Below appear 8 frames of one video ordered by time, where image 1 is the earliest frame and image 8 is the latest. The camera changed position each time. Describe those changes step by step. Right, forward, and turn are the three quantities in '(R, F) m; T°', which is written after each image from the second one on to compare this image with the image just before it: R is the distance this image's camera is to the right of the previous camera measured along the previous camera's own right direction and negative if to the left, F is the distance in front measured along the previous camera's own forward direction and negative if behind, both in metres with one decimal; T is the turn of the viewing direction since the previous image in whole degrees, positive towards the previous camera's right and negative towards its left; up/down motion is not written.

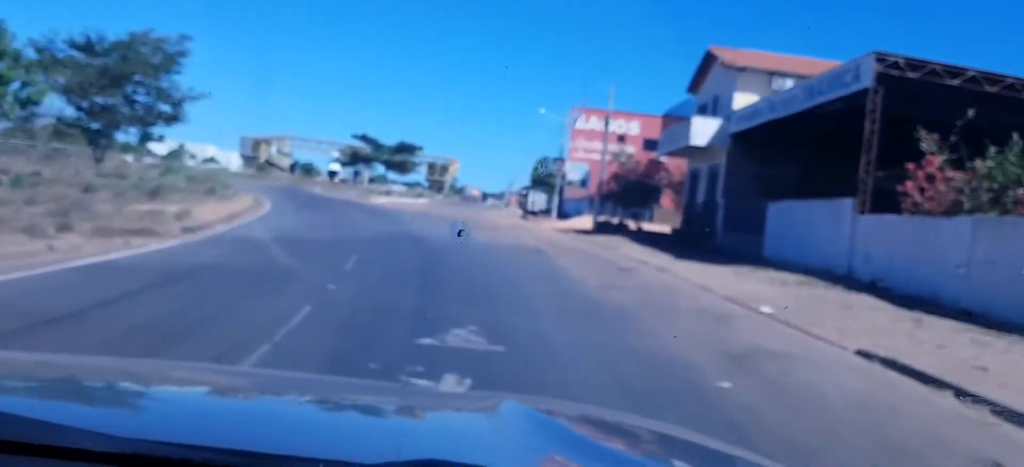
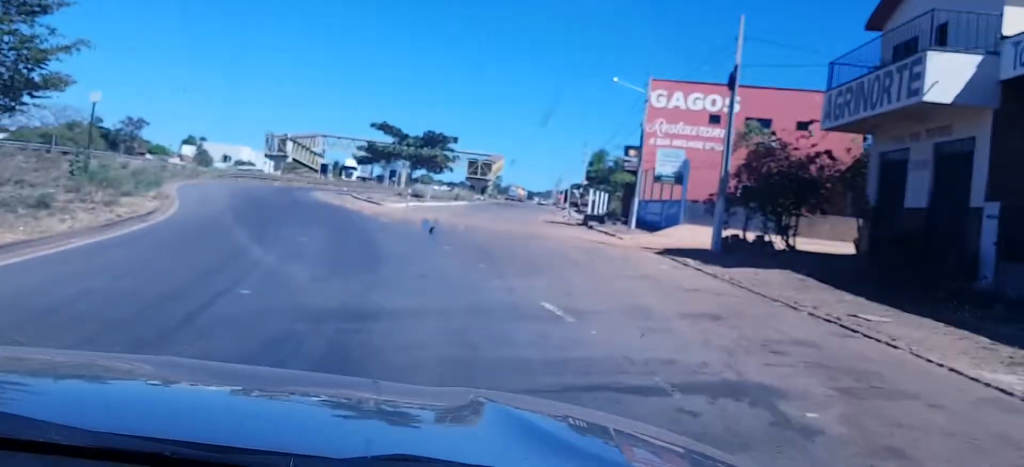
(-0.5, +21.0) m; -5°
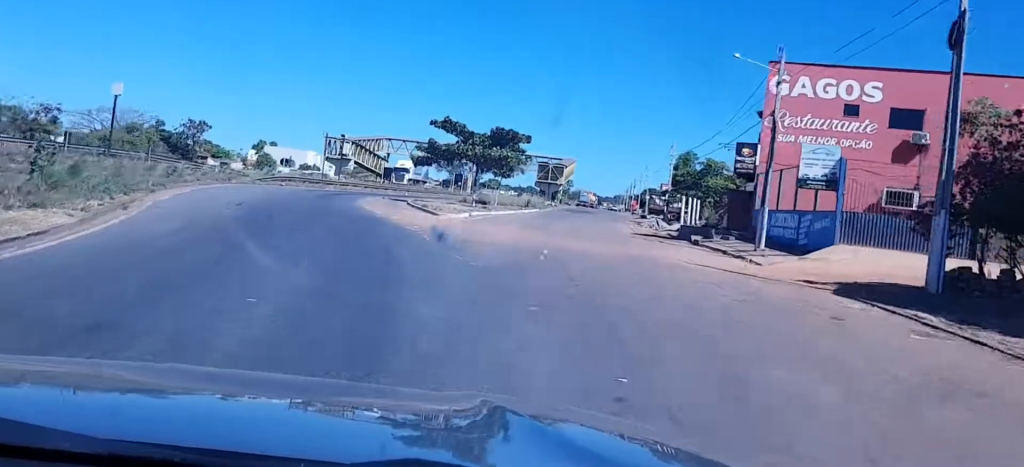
(-0.4, +11.0) m; -5°
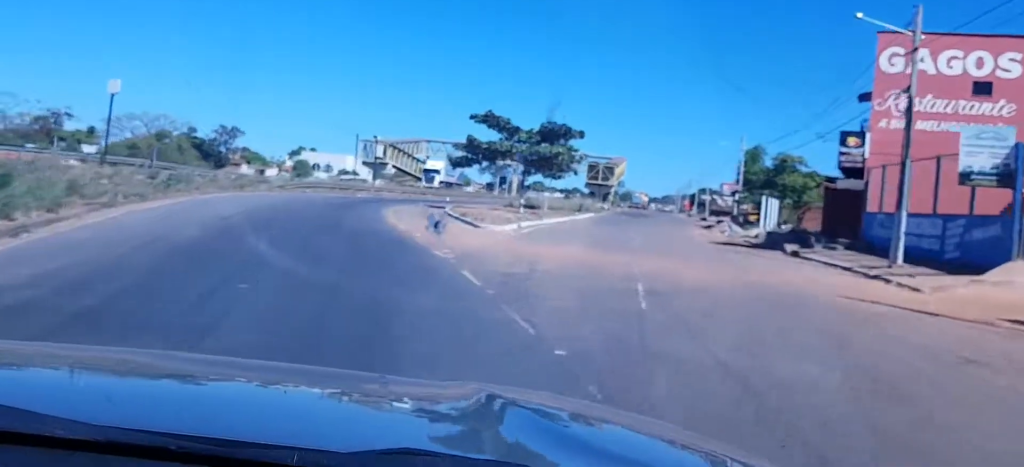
(-0.2, +7.7) m; -4°
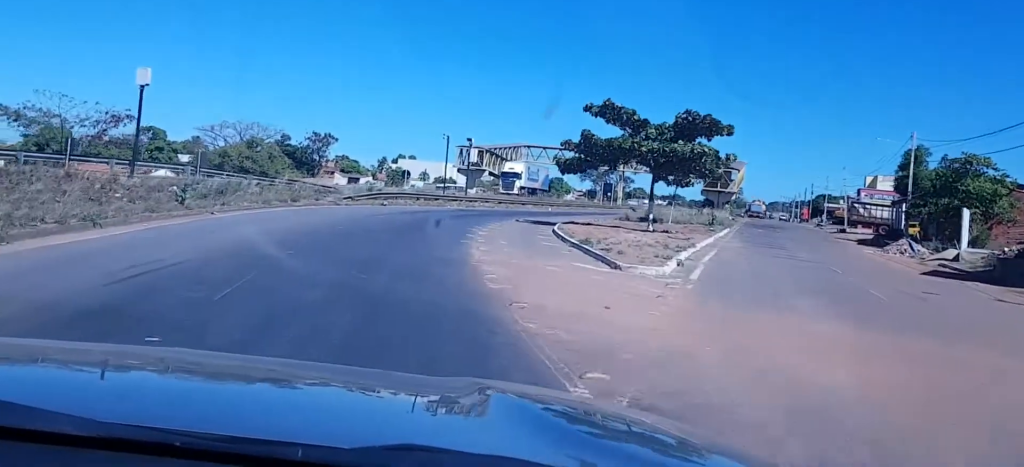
(-0.6, +12.2) m; -6°
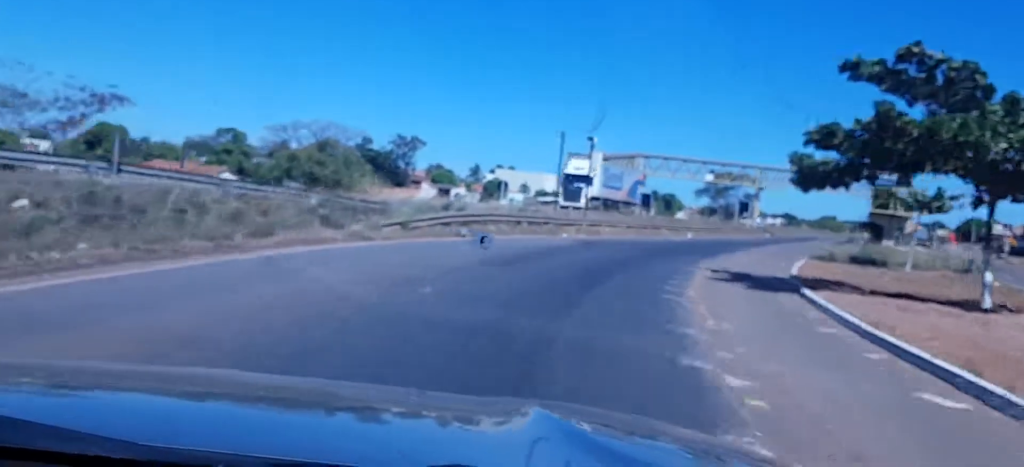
(-0.8, +21.6) m; +1°
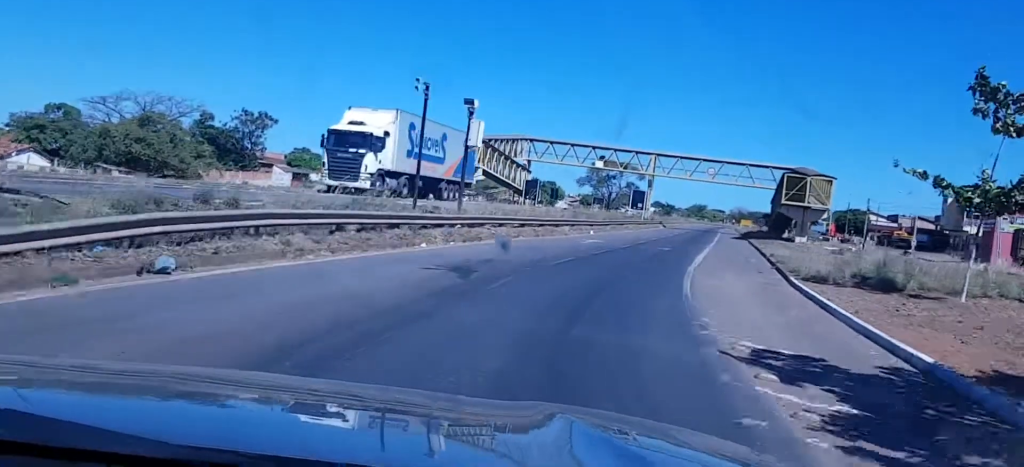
(+1.0, +17.7) m; +7°
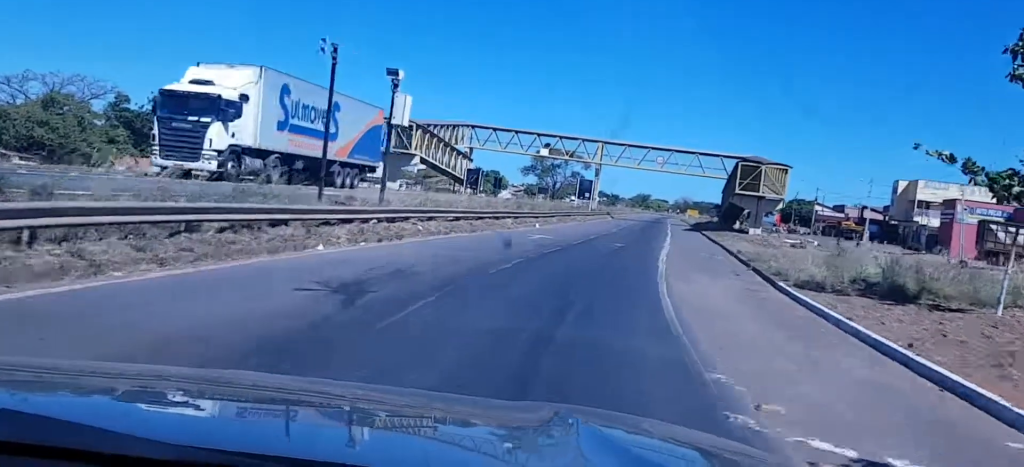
(+0.2, +6.0) m; +2°
